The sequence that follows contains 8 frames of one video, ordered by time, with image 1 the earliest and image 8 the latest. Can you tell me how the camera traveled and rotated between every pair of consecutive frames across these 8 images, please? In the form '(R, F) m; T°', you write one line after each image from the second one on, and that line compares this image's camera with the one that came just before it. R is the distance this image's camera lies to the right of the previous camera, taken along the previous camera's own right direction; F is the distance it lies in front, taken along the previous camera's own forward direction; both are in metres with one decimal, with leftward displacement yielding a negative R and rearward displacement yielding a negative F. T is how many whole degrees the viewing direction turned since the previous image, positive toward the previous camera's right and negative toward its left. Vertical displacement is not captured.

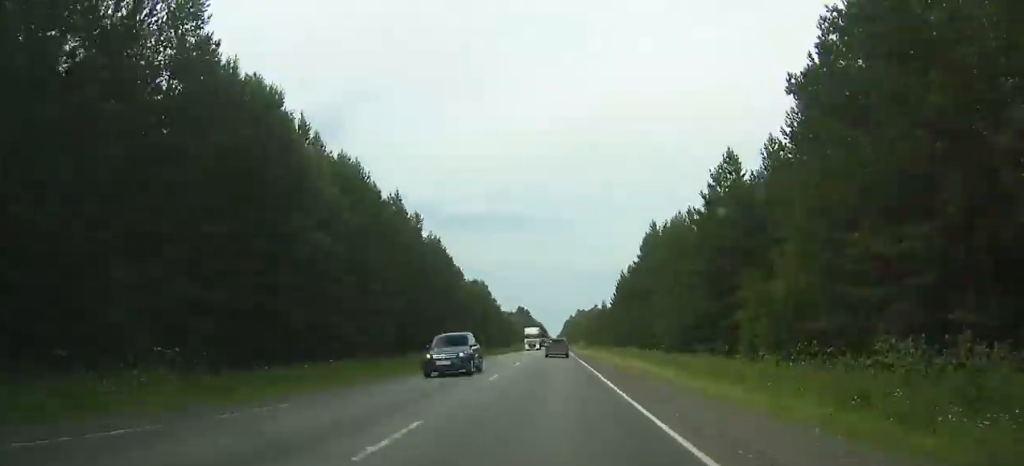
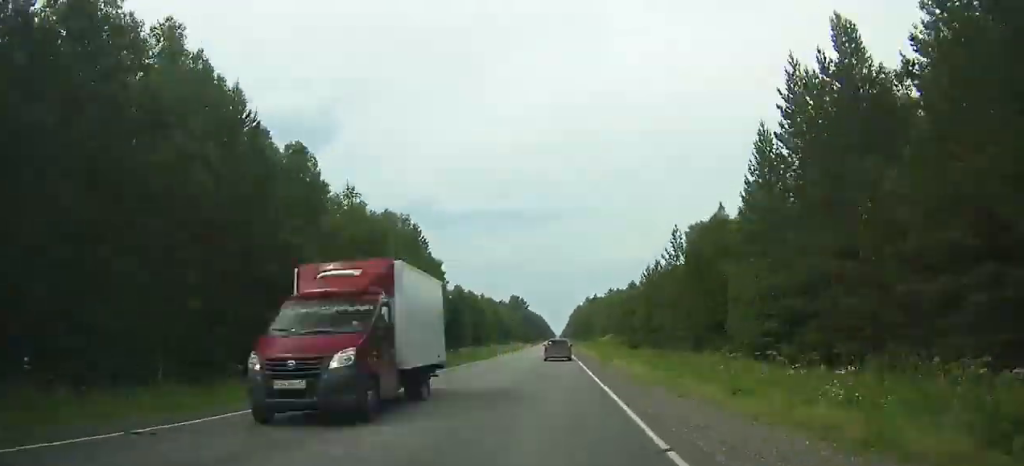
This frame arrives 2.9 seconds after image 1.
(+0.1, +86.7) m; 0°
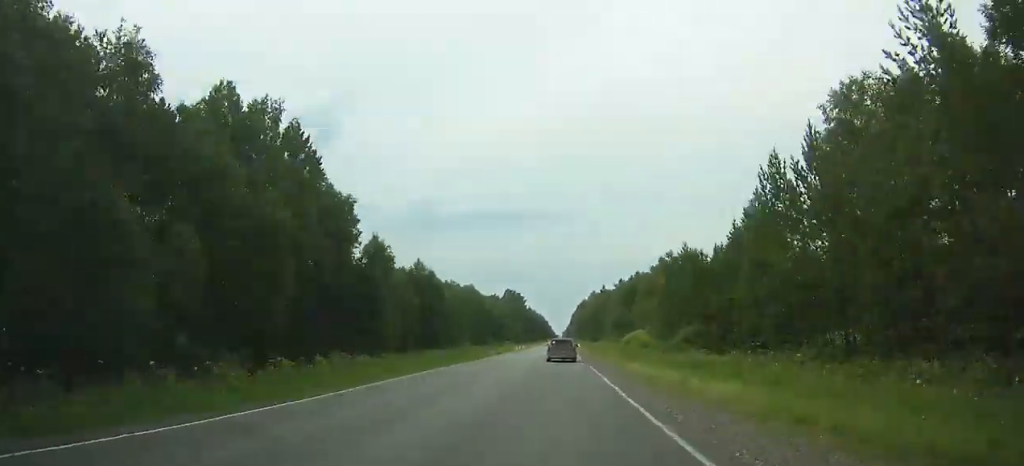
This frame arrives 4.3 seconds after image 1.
(0.0, +43.5) m; 0°
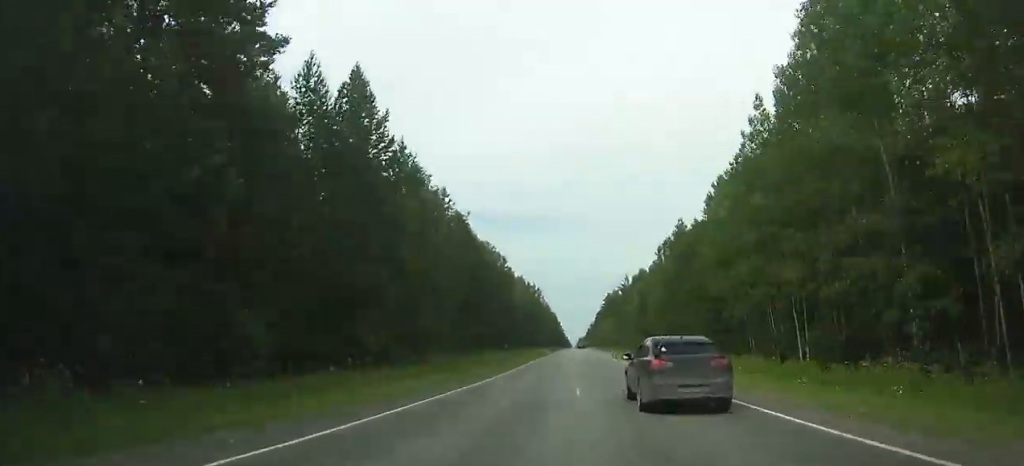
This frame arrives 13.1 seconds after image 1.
(-3.4, +273.2) m; -1°
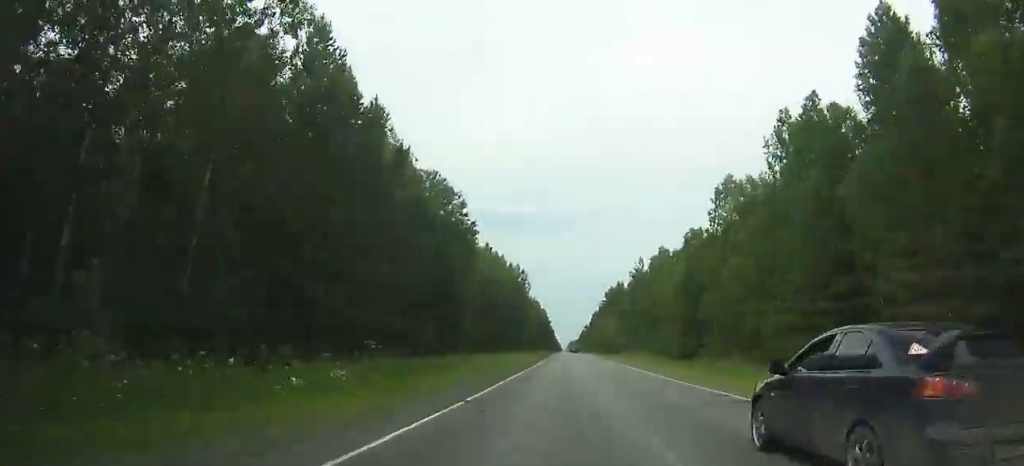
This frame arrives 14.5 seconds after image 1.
(+0.1, +43.4) m; 0°
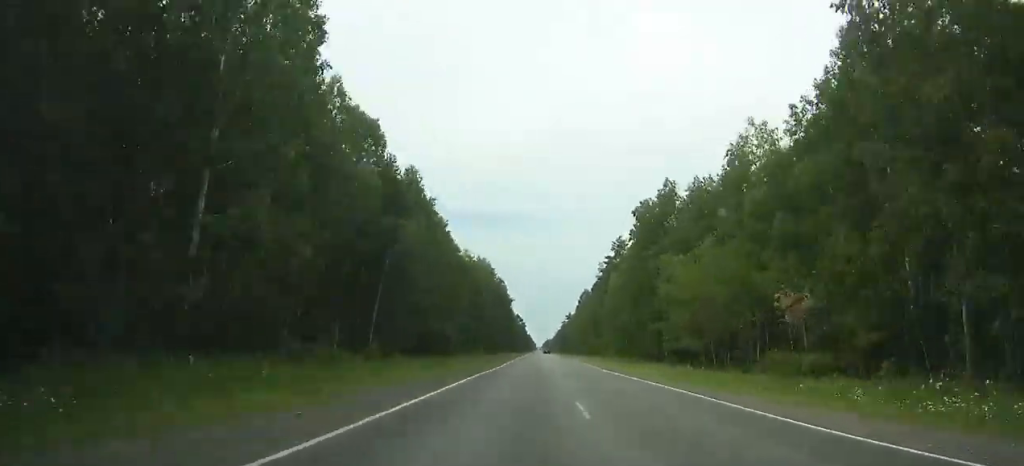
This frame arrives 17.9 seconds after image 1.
(+1.4, +108.4) m; +1°
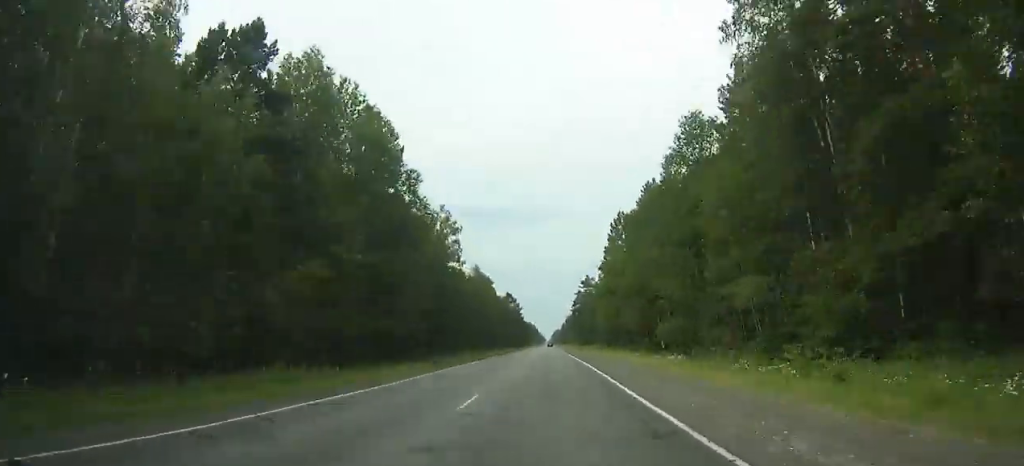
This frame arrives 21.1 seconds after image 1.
(+0.5, +107.7) m; 0°
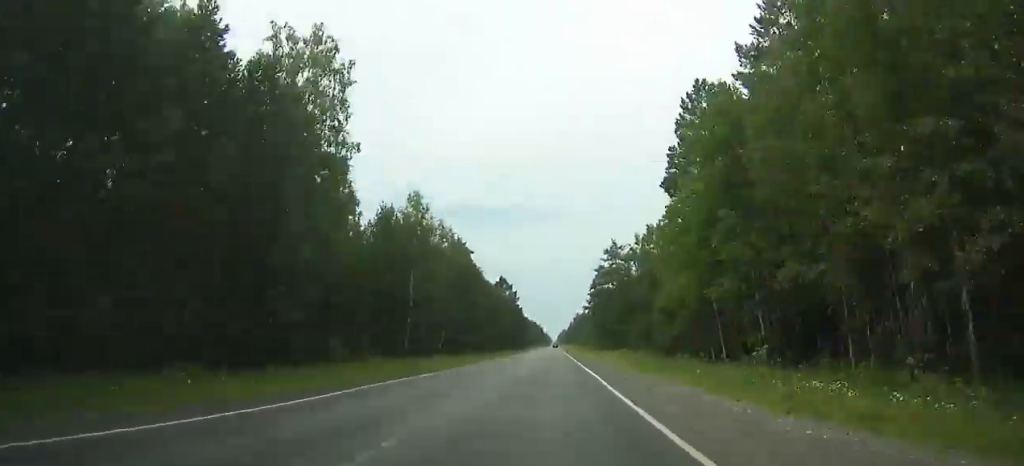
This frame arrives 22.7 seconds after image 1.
(0.0, +54.7) m; 0°
